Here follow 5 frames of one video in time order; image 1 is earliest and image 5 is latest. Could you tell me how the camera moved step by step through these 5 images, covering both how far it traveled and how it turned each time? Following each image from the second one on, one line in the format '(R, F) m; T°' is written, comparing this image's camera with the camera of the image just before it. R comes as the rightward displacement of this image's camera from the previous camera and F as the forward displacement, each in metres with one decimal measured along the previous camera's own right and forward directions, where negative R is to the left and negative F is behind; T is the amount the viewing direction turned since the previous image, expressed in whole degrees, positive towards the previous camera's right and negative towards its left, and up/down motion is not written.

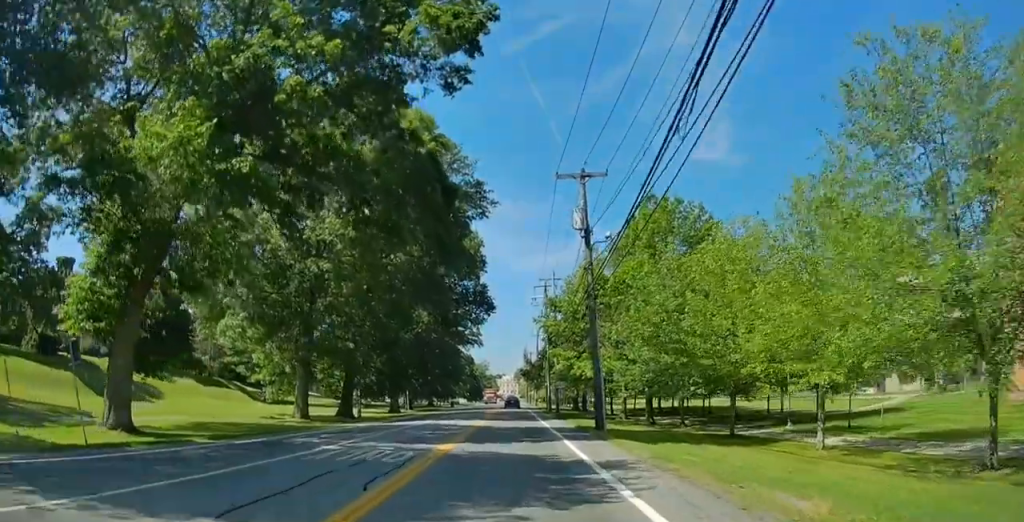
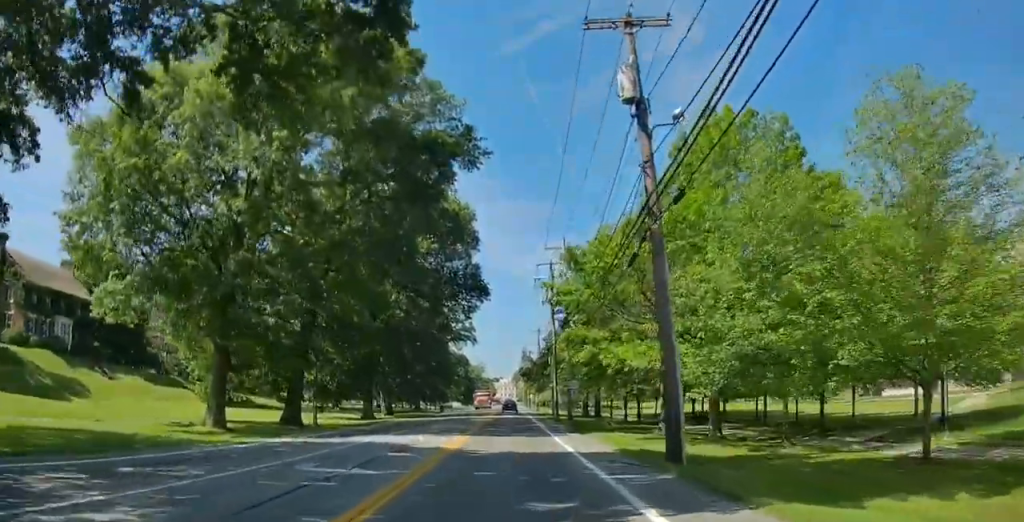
(+0.3, +13.1) m; +2°
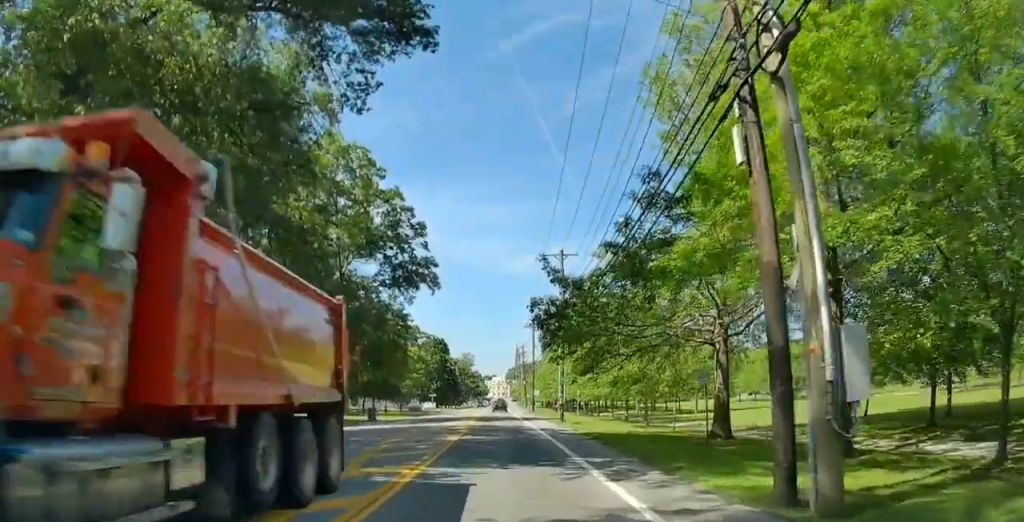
(-1.0, +47.0) m; -2°
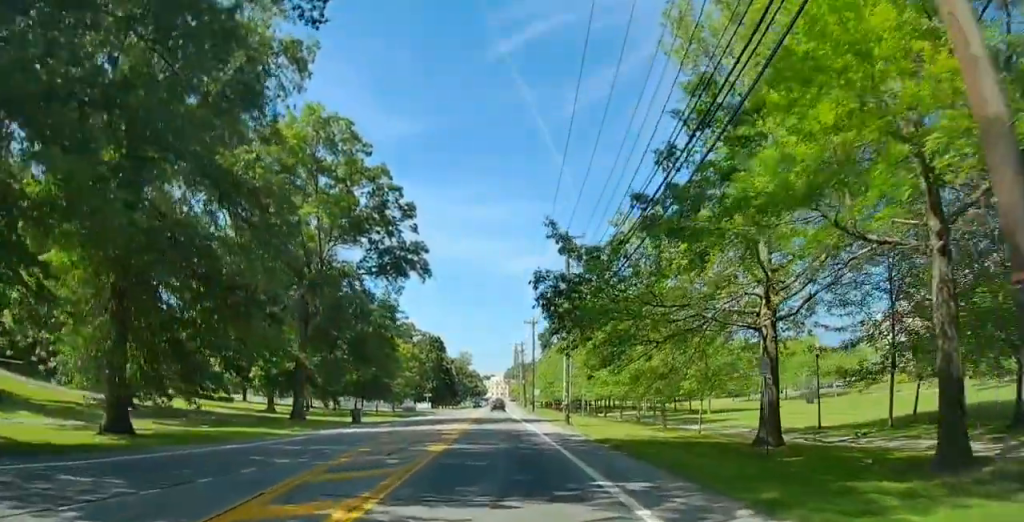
(0.0, +5.1) m; 0°
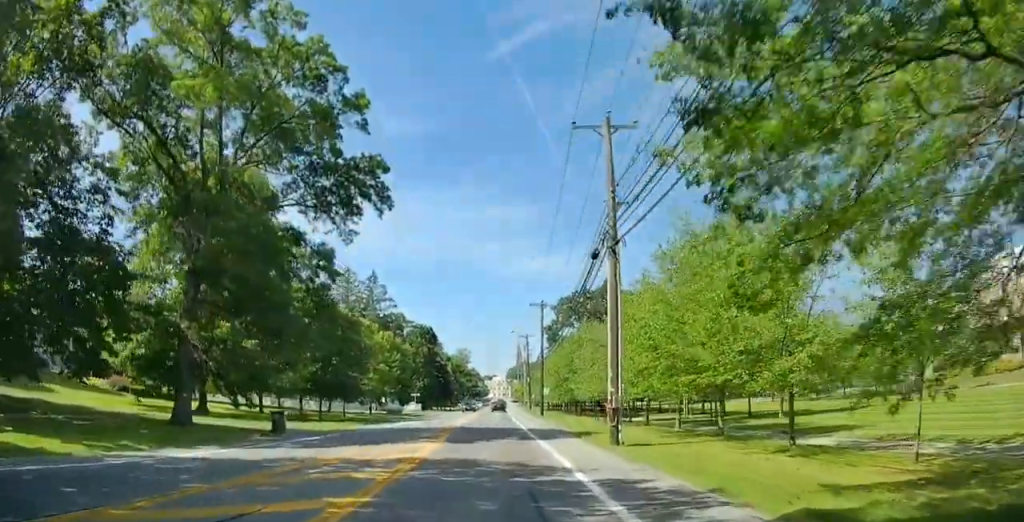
(-0.1, +16.2) m; 0°
